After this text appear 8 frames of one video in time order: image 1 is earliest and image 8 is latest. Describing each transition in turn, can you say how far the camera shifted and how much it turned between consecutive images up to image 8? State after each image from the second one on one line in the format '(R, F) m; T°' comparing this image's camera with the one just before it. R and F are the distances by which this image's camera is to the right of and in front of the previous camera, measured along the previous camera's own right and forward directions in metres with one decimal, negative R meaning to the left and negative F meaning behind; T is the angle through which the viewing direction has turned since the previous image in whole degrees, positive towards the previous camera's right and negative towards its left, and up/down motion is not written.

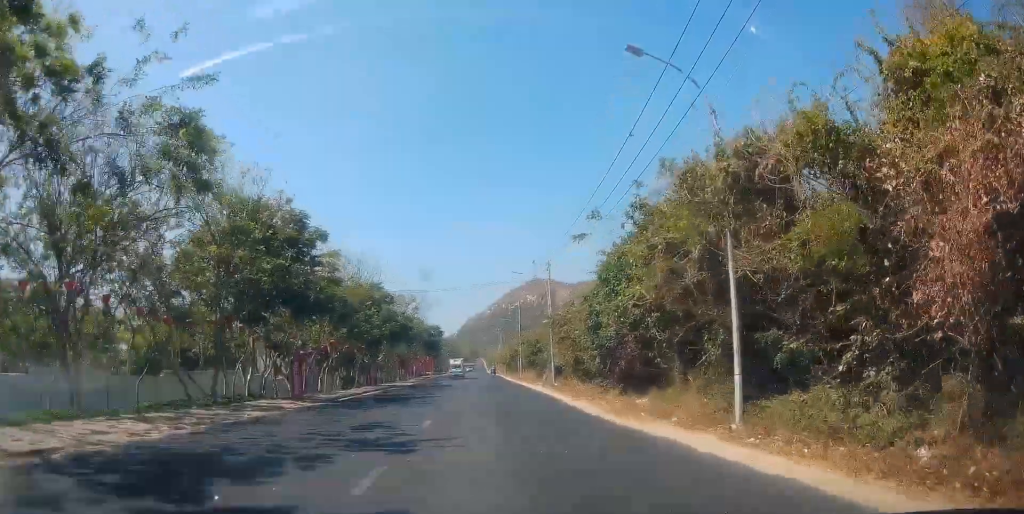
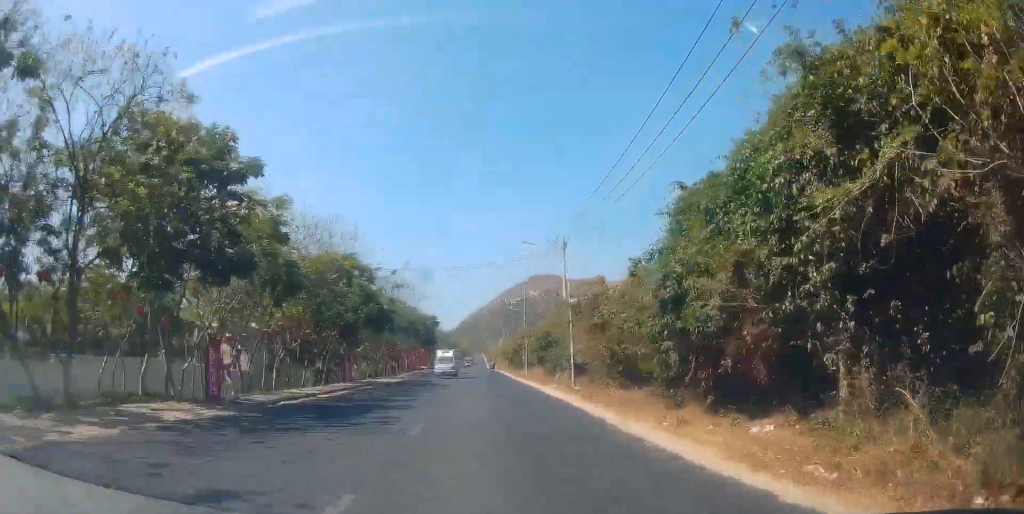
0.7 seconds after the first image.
(0.0, +10.7) m; +1°
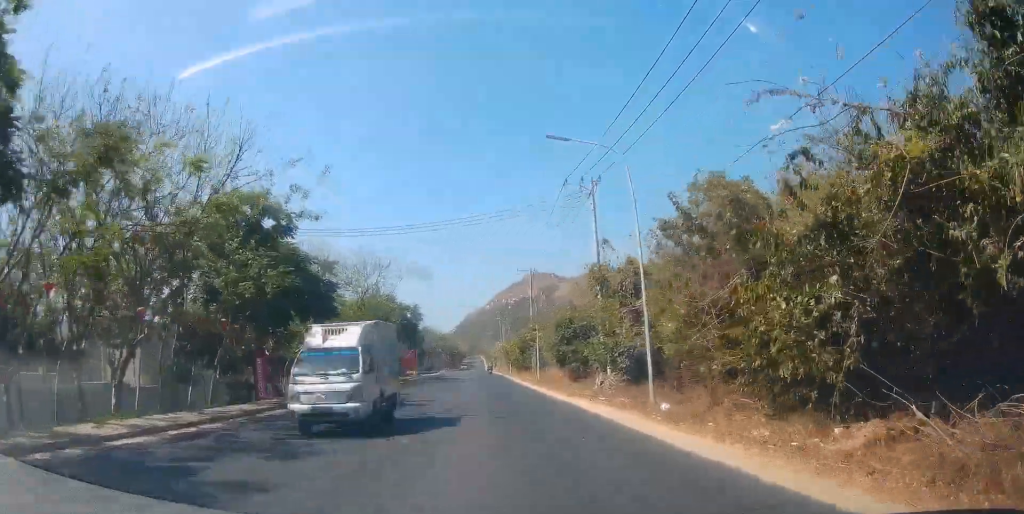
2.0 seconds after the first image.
(+0.4, +18.3) m; +1°
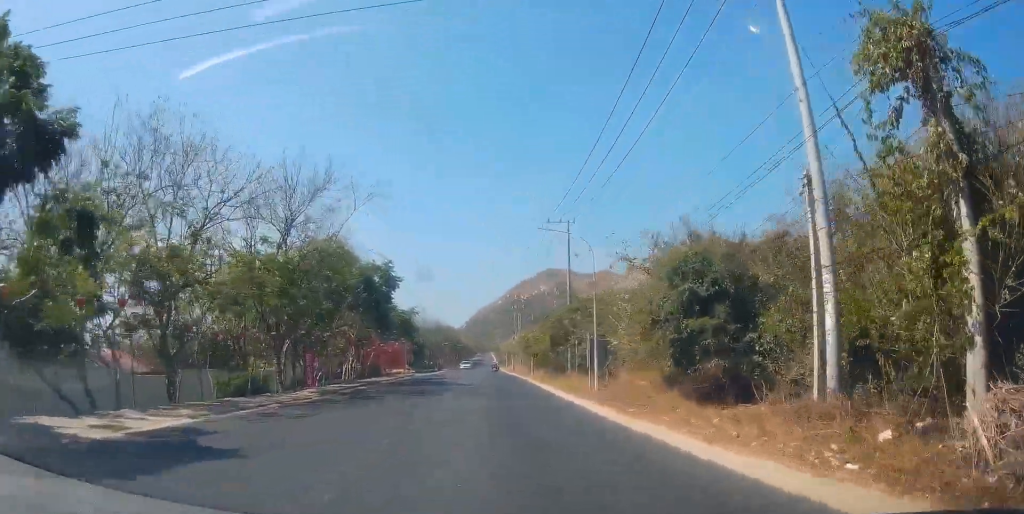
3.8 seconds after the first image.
(-0.8, +25.2) m; -2°
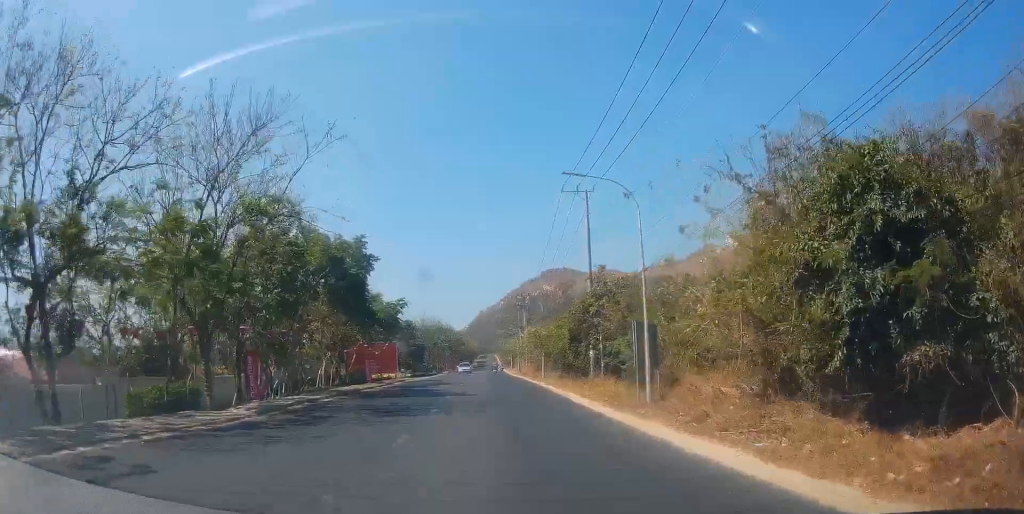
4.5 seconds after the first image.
(0.0, +9.3) m; +1°
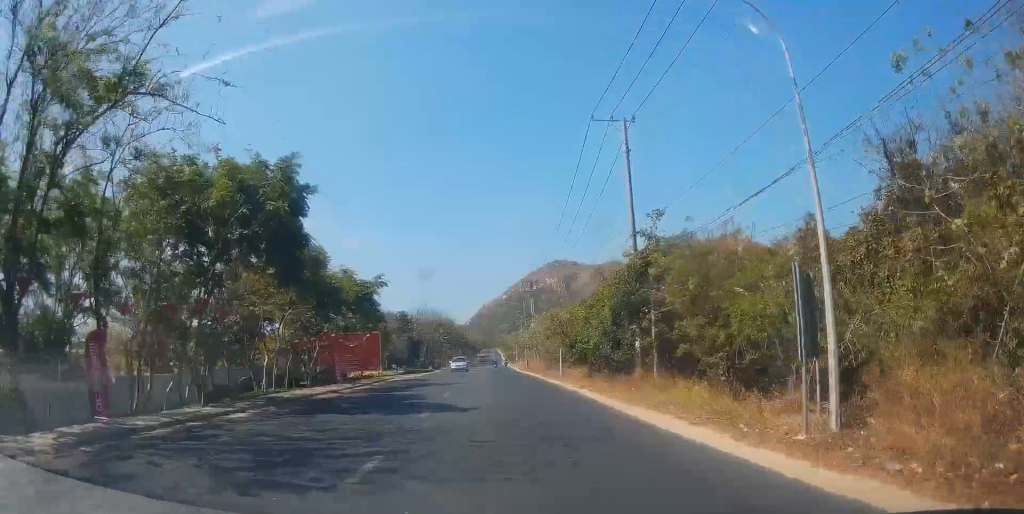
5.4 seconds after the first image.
(+0.3, +11.9) m; 0°
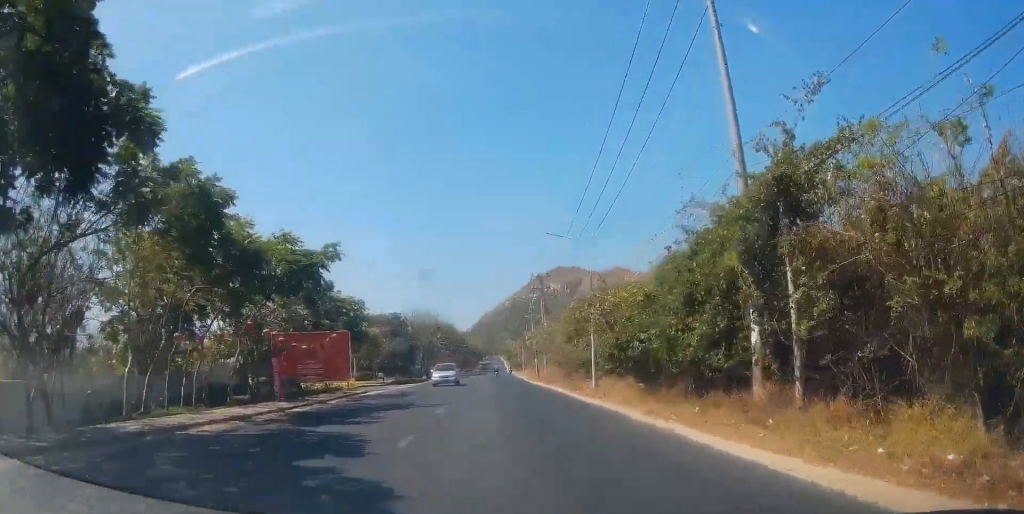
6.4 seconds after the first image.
(-0.4, +12.9) m; -1°
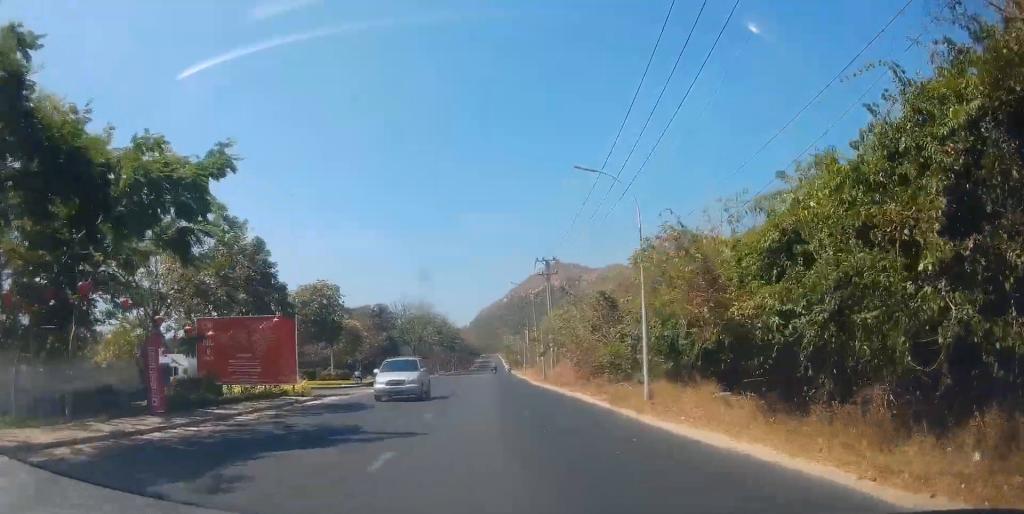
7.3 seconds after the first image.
(+0.3, +11.3) m; 0°
